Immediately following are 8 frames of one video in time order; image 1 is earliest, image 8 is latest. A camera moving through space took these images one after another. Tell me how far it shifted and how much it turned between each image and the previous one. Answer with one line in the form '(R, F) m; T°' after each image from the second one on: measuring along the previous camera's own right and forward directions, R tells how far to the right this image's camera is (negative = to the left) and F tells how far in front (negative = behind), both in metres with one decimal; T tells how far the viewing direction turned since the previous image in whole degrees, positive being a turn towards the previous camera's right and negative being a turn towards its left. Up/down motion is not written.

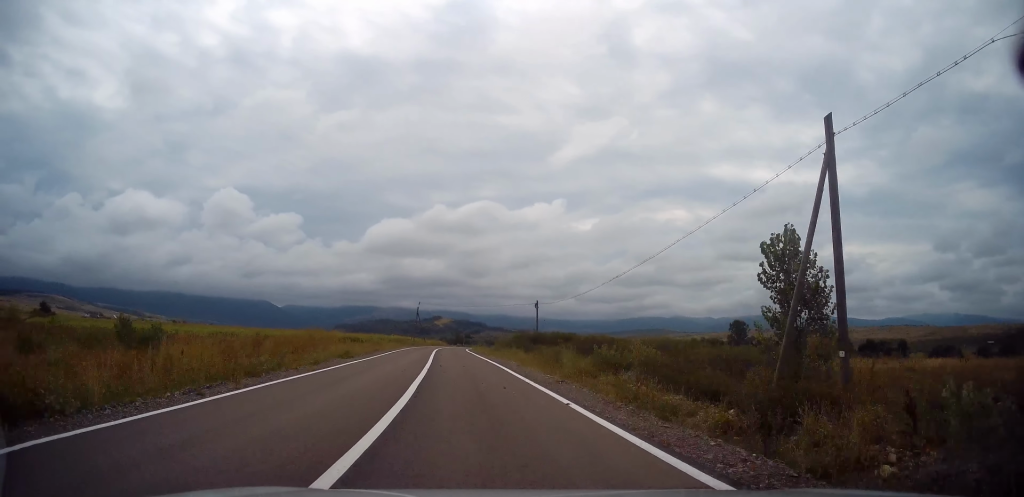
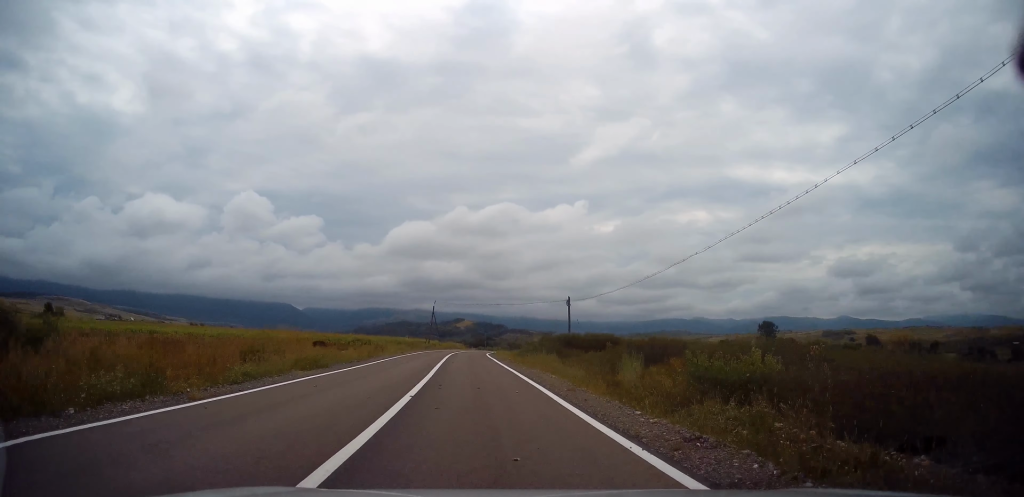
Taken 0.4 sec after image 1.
(-0.2, +8.7) m; -1°
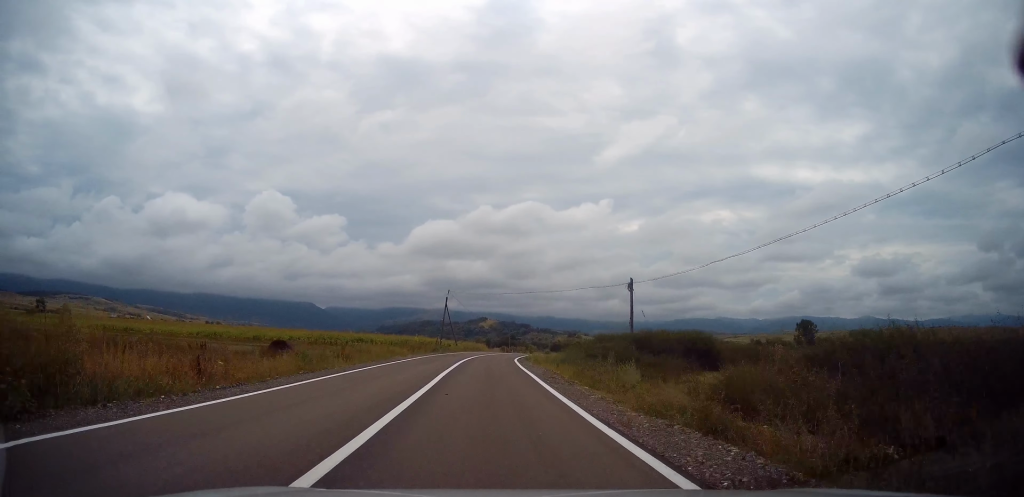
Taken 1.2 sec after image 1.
(-0.3, +15.9) m; -2°
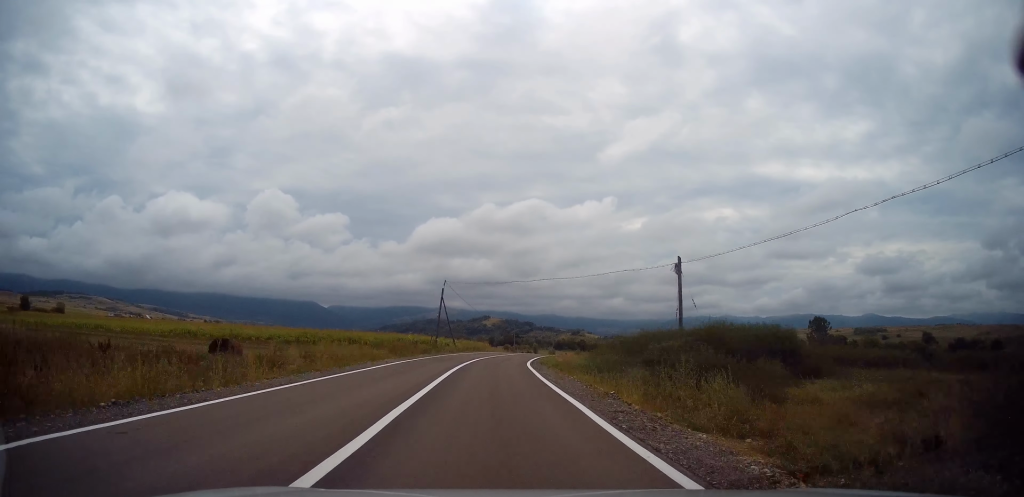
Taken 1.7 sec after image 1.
(-0.2, +9.2) m; -1°
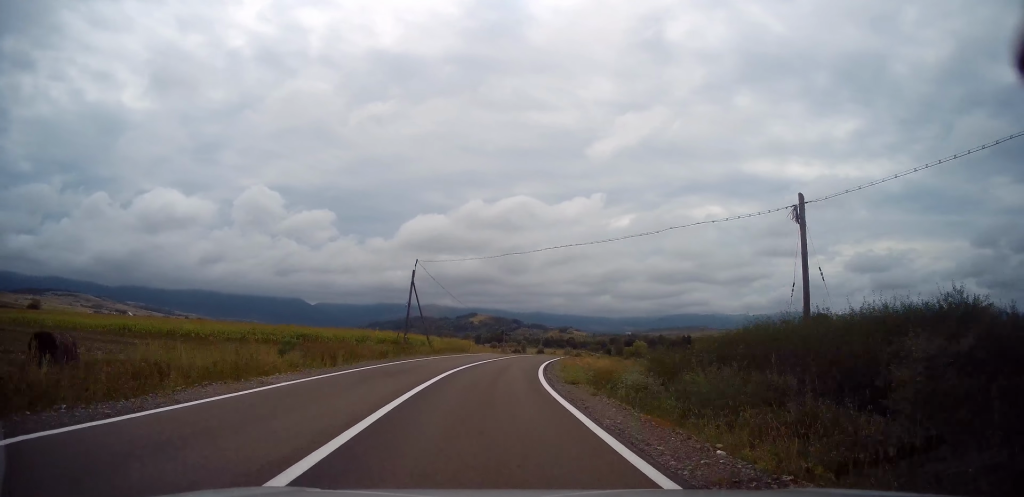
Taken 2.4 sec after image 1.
(-0.1, +13.1) m; 0°
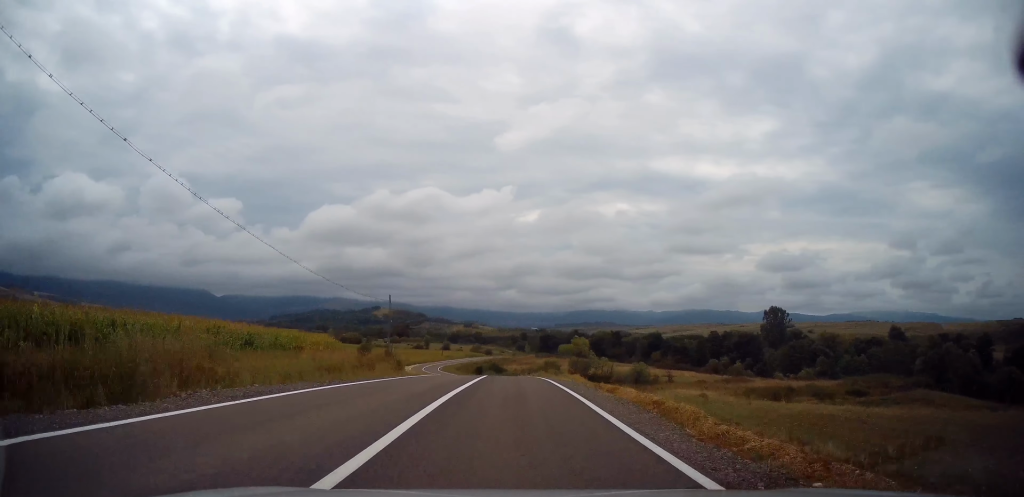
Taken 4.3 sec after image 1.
(+2.2, +37.7) m; +8°
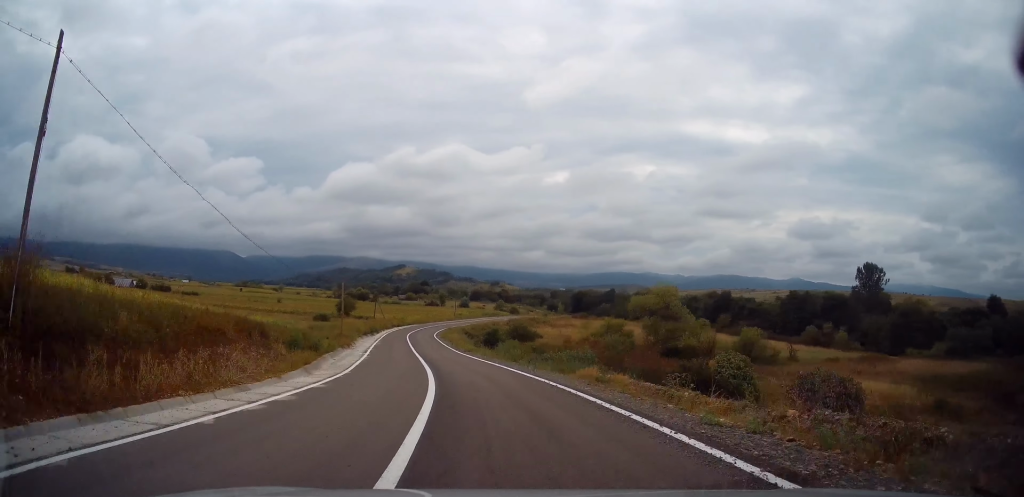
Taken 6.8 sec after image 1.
(+1.2, +46.7) m; -2°
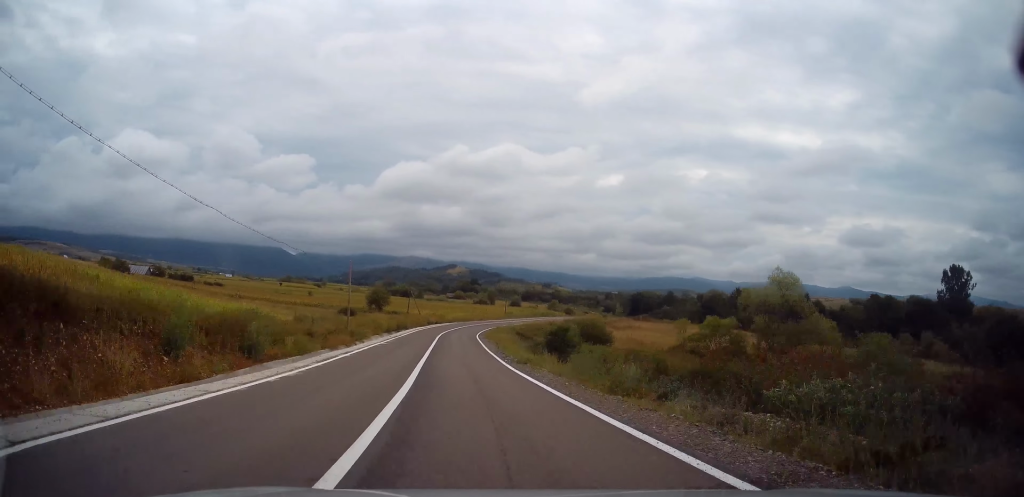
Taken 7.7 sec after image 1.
(-0.5, +17.9) m; -4°
